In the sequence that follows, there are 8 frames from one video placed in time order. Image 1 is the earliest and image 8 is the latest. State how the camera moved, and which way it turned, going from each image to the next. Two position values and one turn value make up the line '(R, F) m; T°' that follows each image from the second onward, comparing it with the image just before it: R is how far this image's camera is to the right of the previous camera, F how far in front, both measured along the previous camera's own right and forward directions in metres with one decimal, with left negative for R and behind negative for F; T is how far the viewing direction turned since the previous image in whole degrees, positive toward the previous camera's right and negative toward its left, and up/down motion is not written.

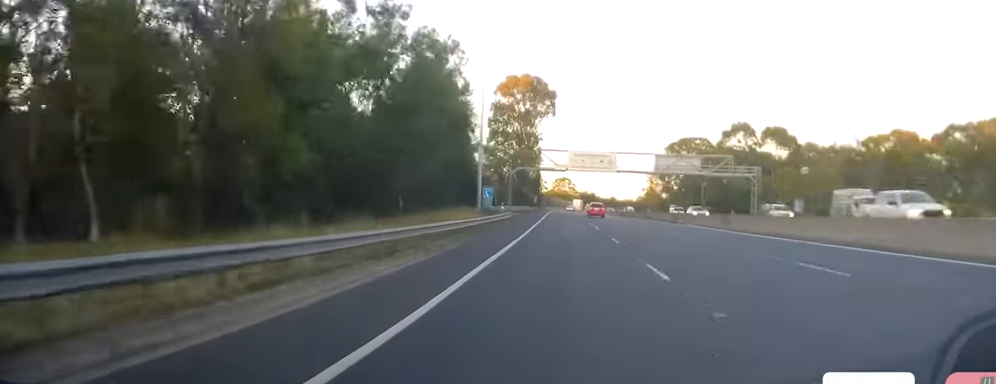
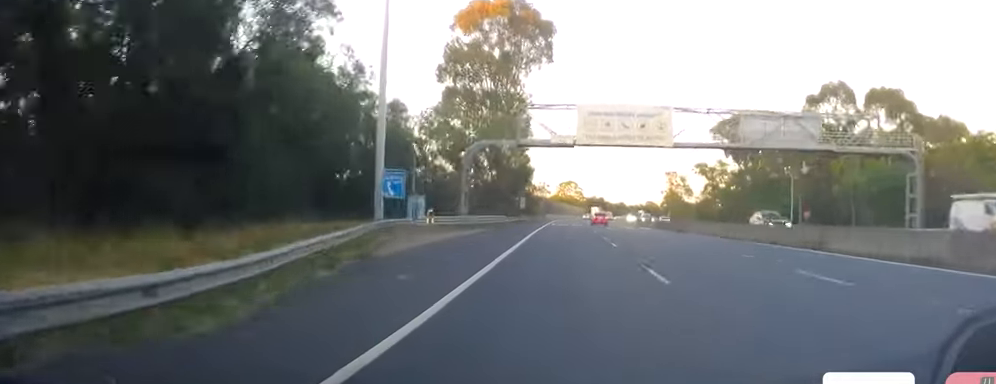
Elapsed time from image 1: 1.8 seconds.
(-0.6, +48.0) m; -1°
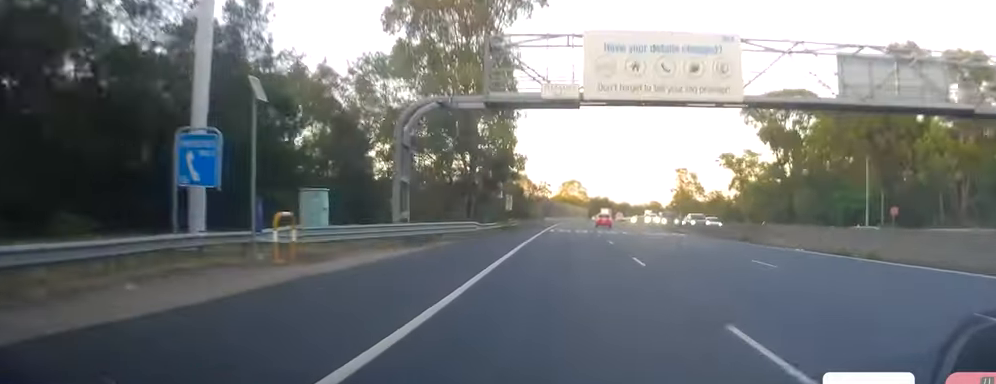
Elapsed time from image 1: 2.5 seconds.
(+0.2, +19.8) m; +1°
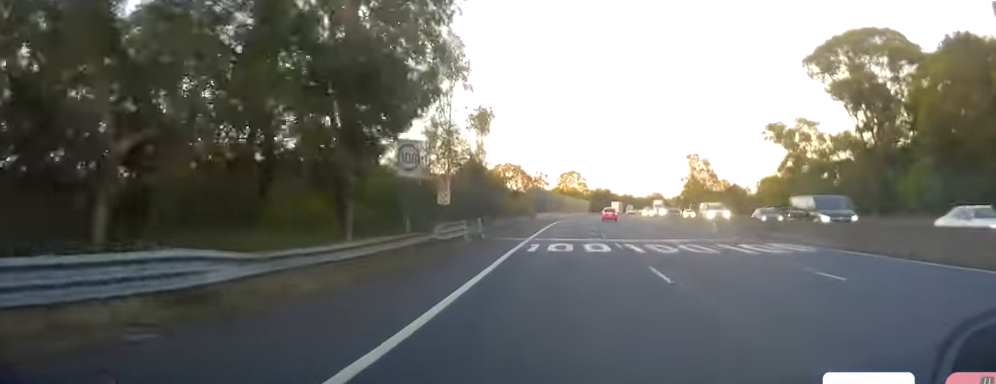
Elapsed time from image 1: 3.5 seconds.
(+0.2, +27.8) m; 0°
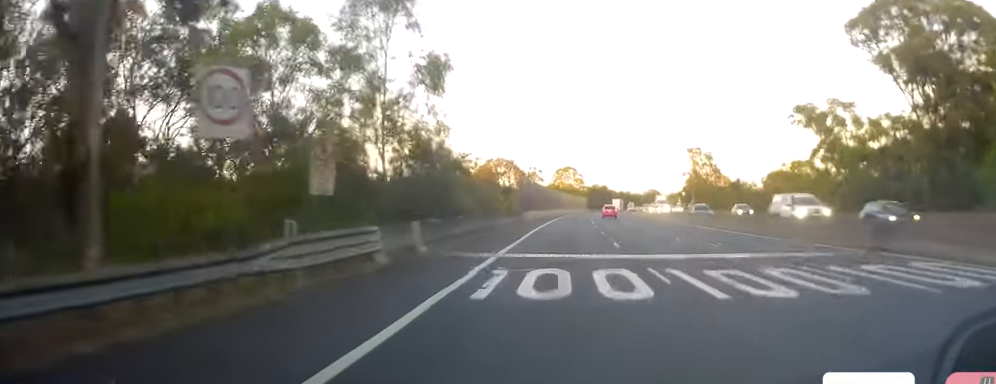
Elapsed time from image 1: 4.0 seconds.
(0.0, +12.5) m; -1°
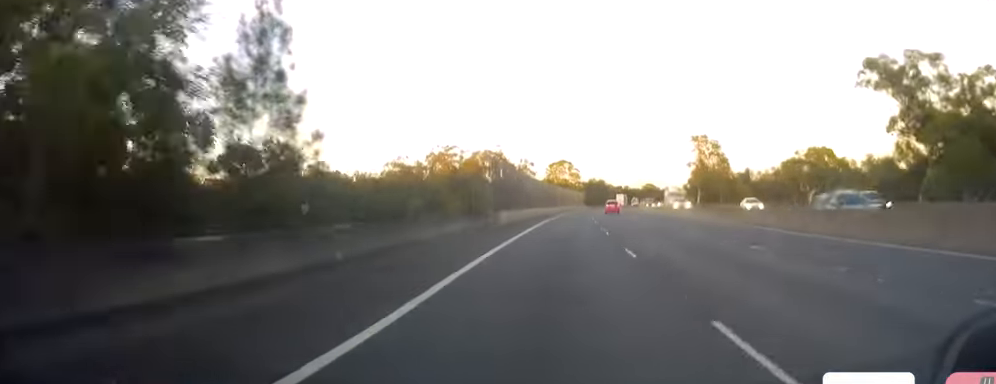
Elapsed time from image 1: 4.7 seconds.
(0.0, +19.6) m; -1°
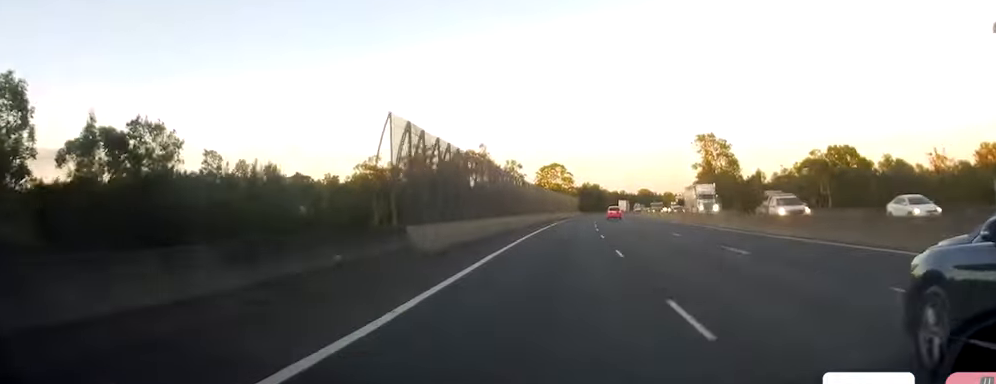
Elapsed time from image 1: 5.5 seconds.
(-0.7, +21.2) m; +1°
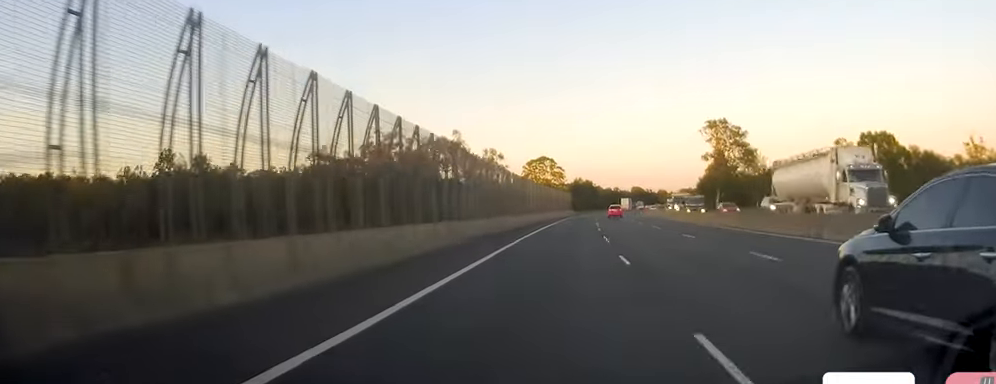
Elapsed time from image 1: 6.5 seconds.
(+1.1, +26.5) m; +2°
